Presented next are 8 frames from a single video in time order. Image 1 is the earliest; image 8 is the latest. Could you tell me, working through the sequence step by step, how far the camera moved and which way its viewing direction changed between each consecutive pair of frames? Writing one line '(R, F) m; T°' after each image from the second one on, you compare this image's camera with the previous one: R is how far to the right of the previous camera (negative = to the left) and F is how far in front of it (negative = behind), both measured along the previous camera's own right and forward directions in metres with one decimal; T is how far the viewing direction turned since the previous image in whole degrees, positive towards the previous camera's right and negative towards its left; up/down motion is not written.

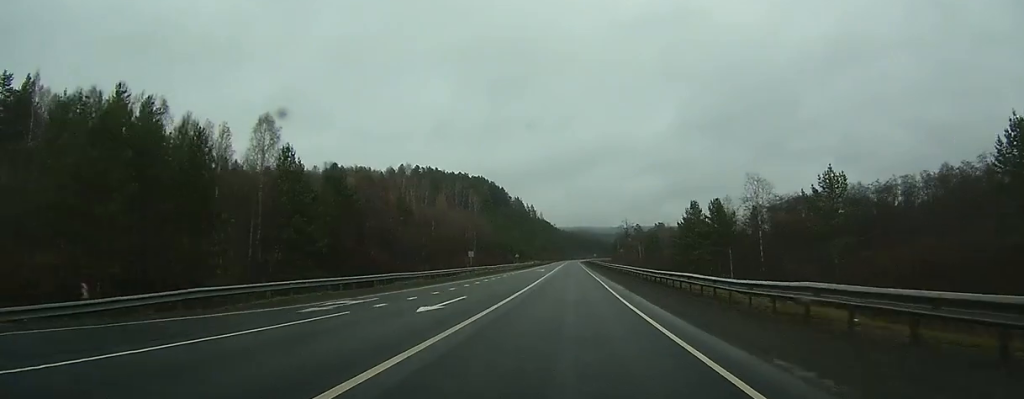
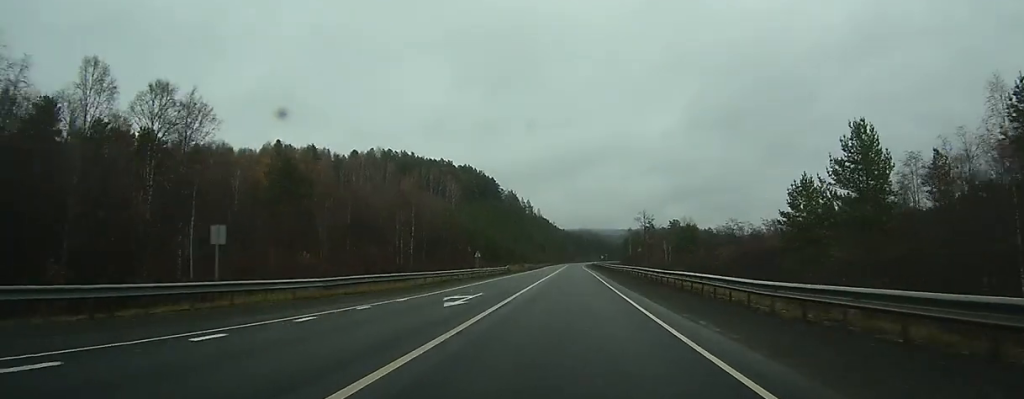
(-0.2, +54.8) m; 0°
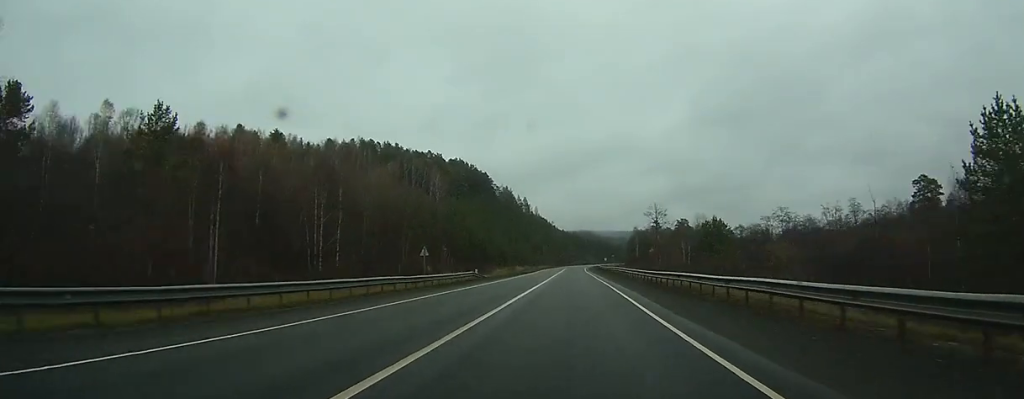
(0.0, +26.3) m; 0°
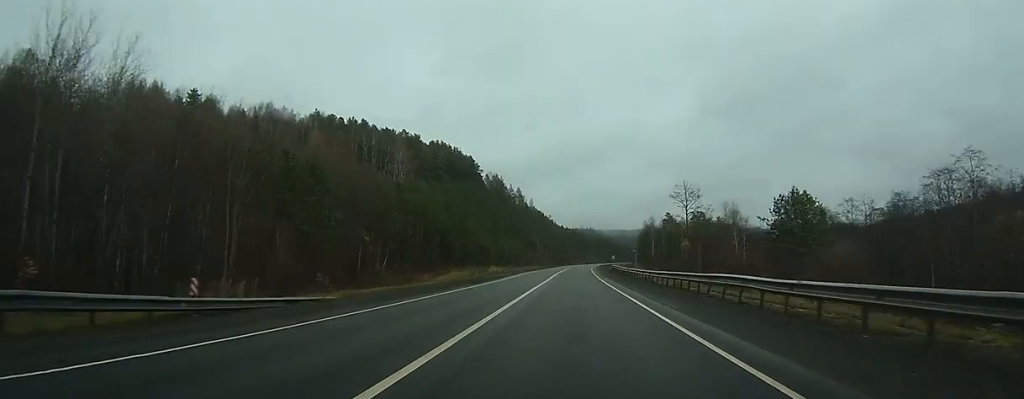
(0.0, +43.7) m; 0°
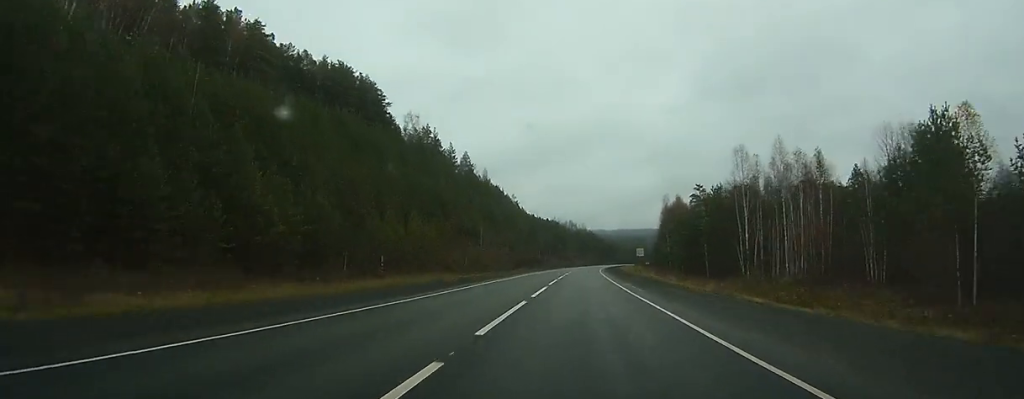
(+1.4, +118.6) m; +2°
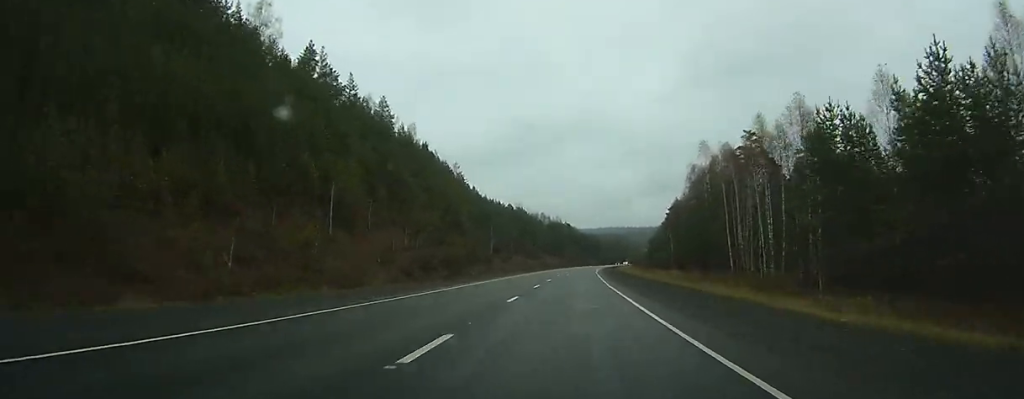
(+1.4, +77.8) m; +2°
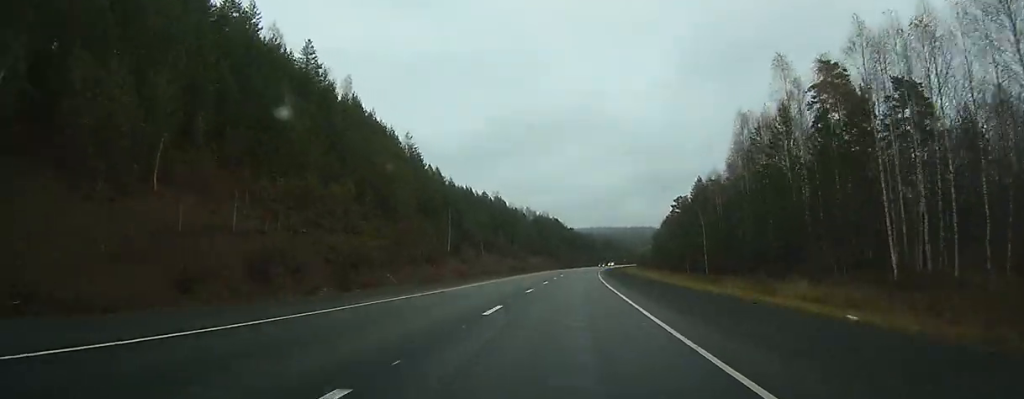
(+0.5, +40.7) m; +1°
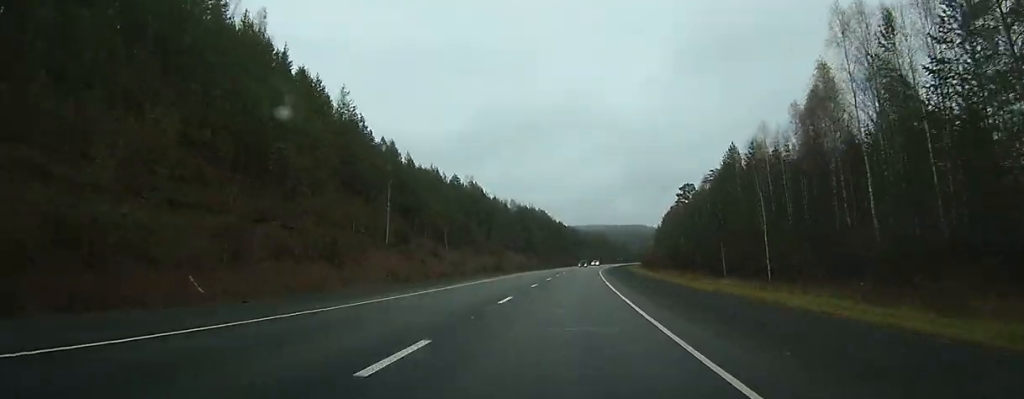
(+0.3, +32.2) m; +1°
